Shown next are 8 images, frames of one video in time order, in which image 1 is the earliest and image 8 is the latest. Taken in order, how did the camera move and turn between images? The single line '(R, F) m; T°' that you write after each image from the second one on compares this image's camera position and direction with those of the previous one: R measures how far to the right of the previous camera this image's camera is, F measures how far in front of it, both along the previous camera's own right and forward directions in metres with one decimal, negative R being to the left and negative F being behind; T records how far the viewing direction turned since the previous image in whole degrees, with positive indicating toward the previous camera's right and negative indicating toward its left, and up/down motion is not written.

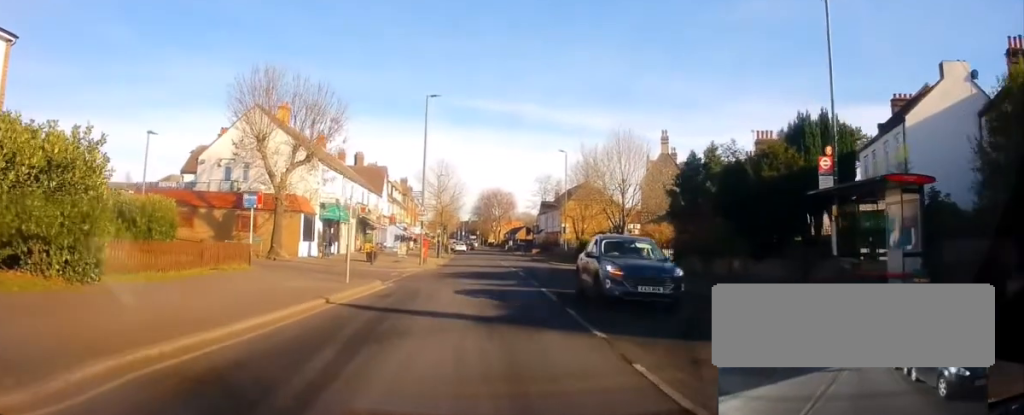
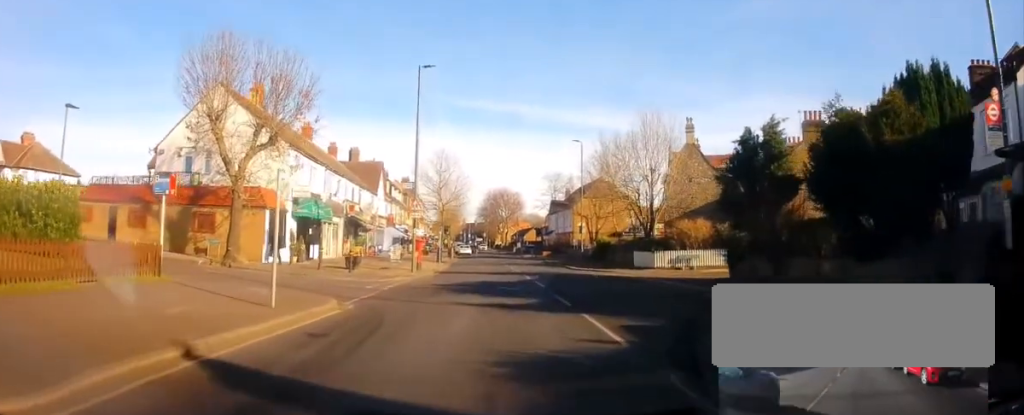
(-0.3, +7.2) m; -6°
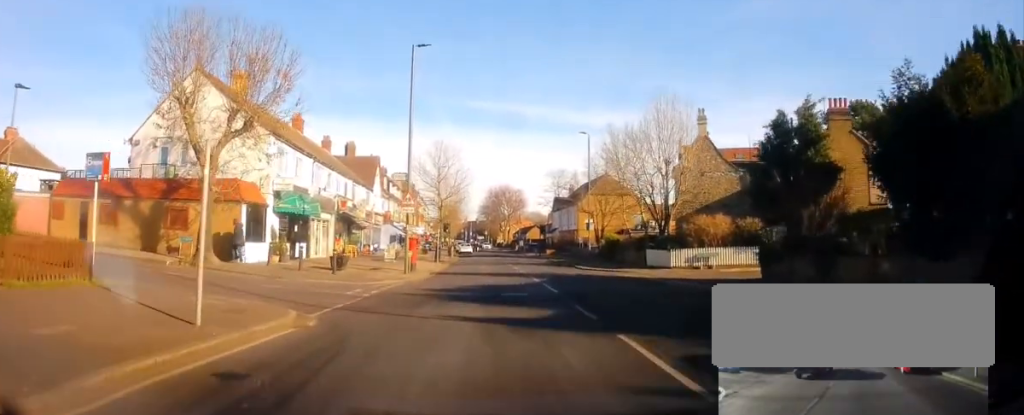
(-0.1, +2.9) m; +3°
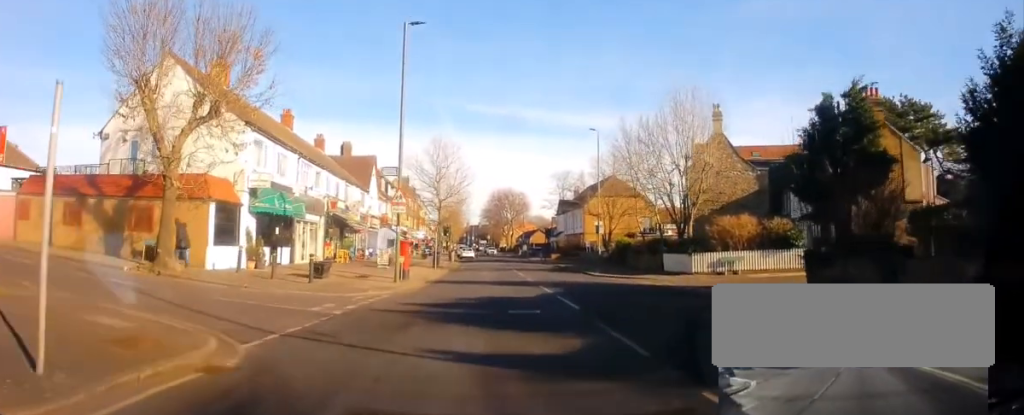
(-0.1, +3.7) m; +4°
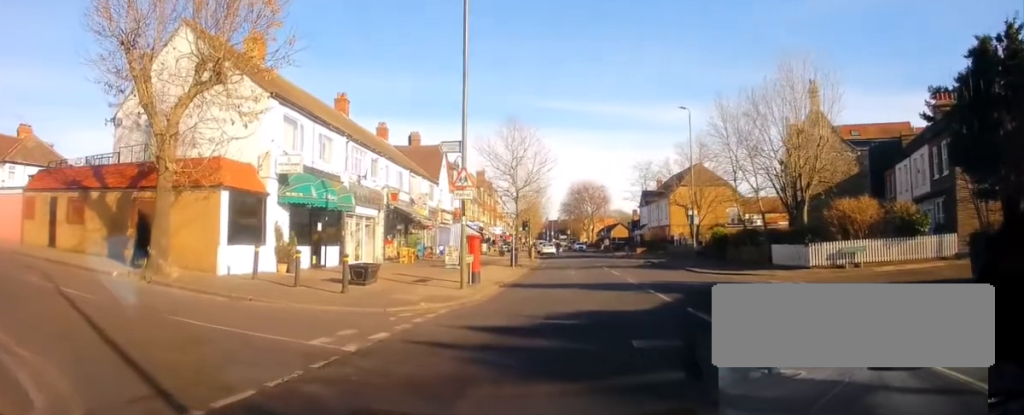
(+0.2, +5.3) m; -12°
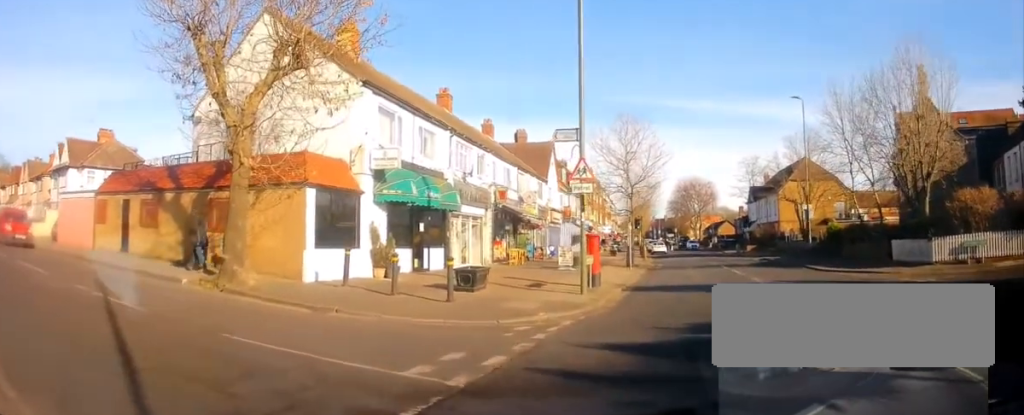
(-0.4, +2.1) m; -14°
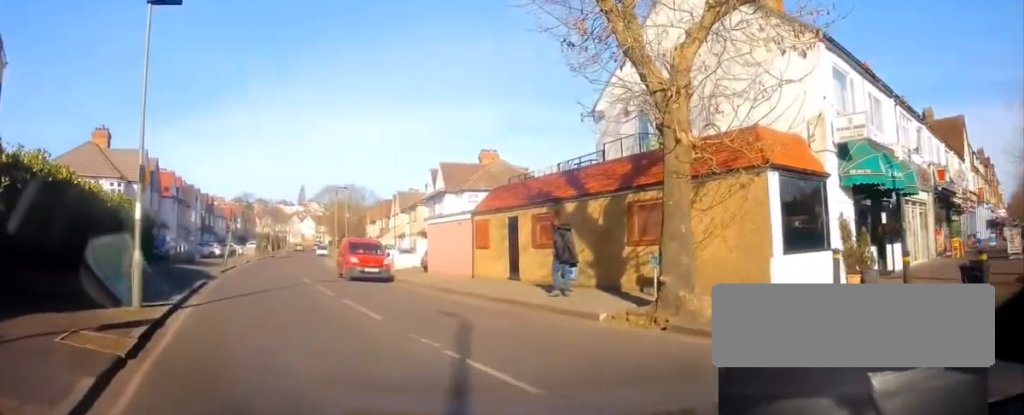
(-1.2, +4.4) m; -33°
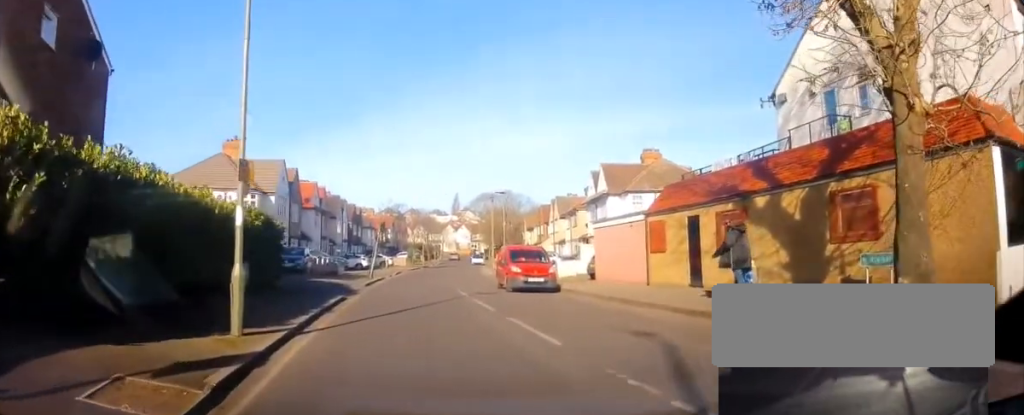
(-0.4, +2.3) m; -15°
